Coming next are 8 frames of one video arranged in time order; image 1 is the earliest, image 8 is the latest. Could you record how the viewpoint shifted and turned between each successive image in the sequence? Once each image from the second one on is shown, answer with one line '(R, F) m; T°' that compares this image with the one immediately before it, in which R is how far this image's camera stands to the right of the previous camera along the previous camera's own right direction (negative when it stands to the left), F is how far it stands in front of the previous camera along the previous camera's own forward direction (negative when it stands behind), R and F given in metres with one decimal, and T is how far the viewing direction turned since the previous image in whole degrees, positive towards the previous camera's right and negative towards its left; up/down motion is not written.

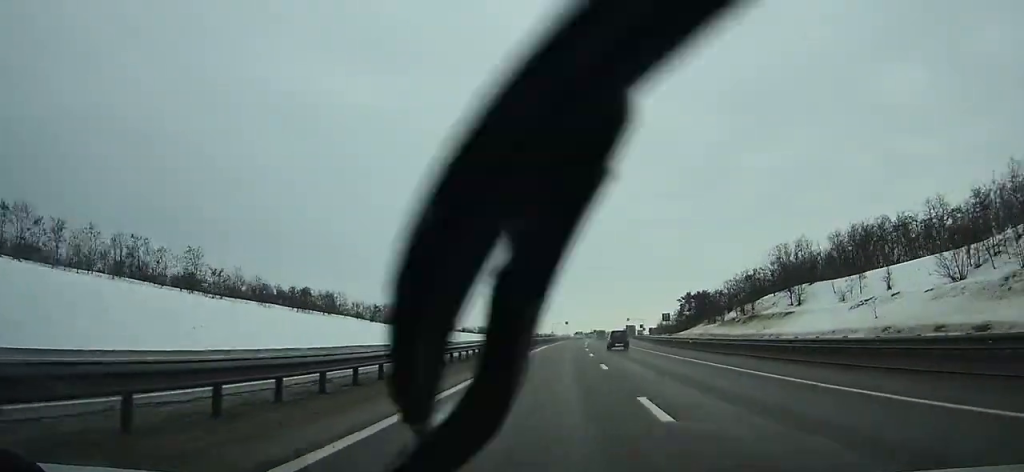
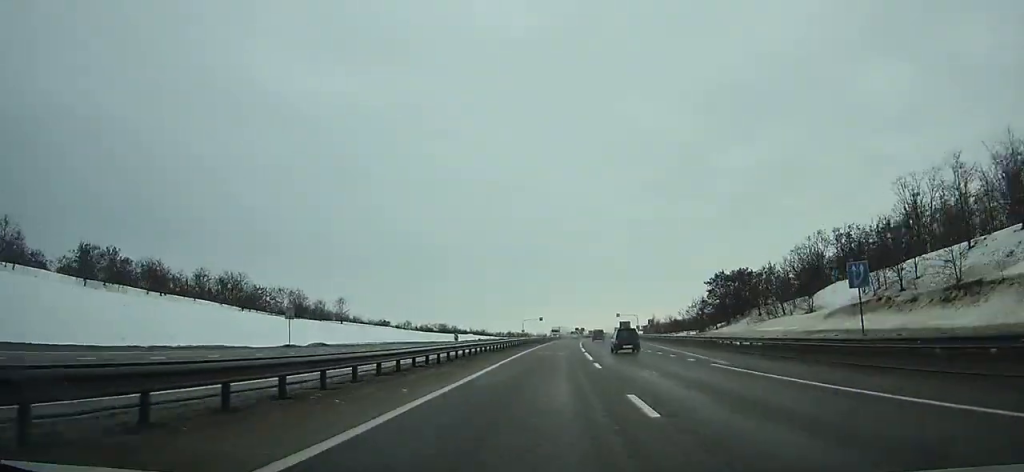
(+1.1, +47.8) m; +2°
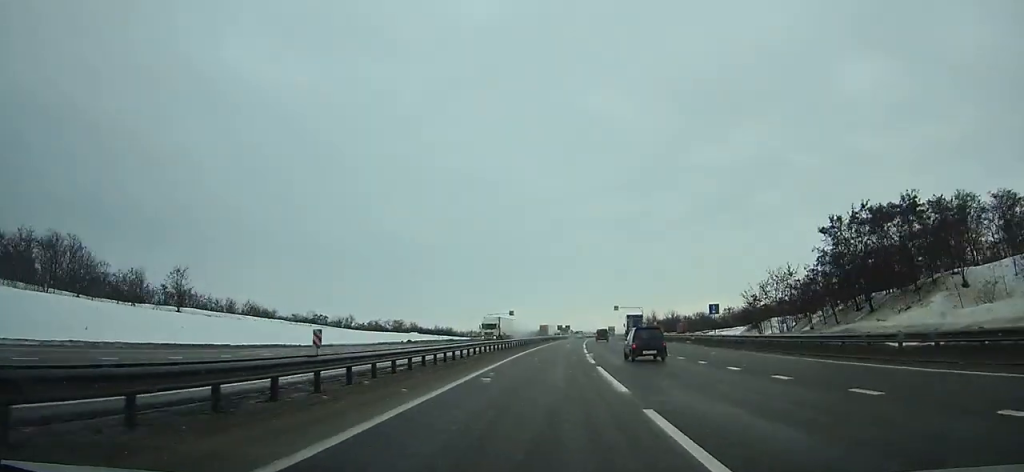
(+0.9, +50.3) m; +2°
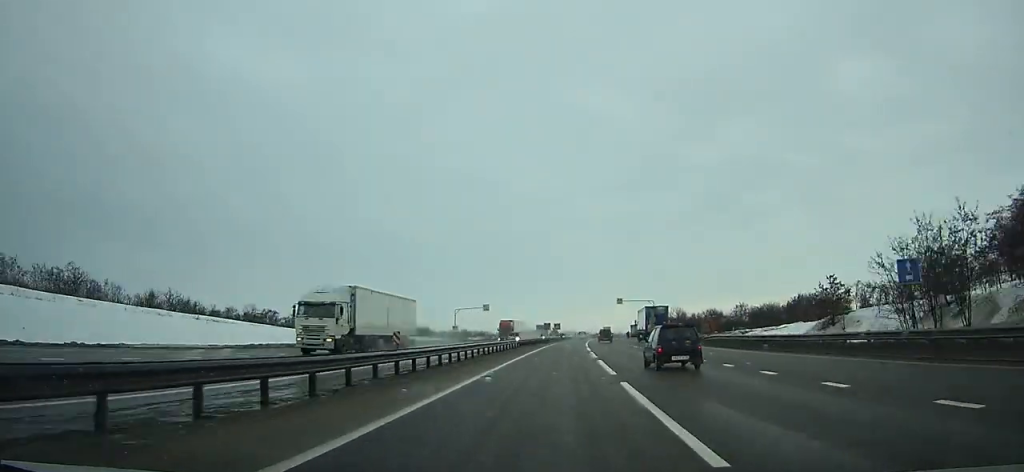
(+0.3, +29.9) m; +1°
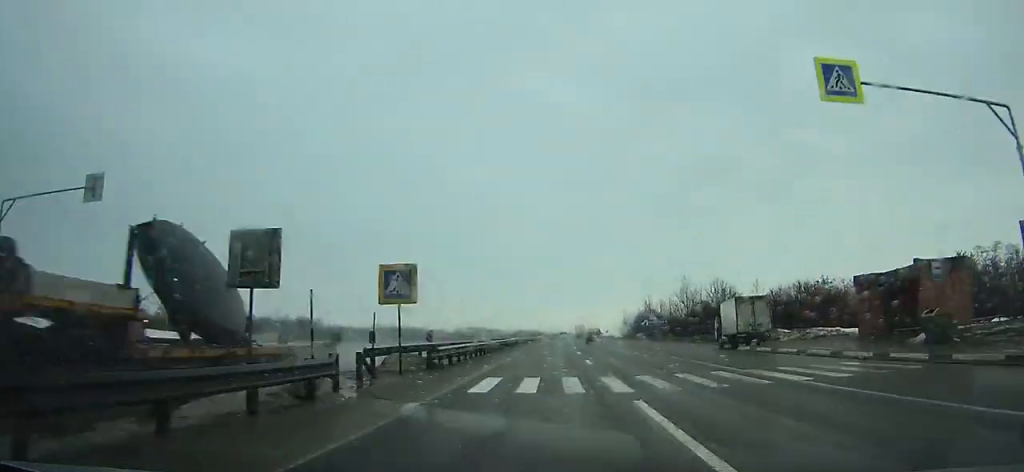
(+3.3, +95.1) m; +3°
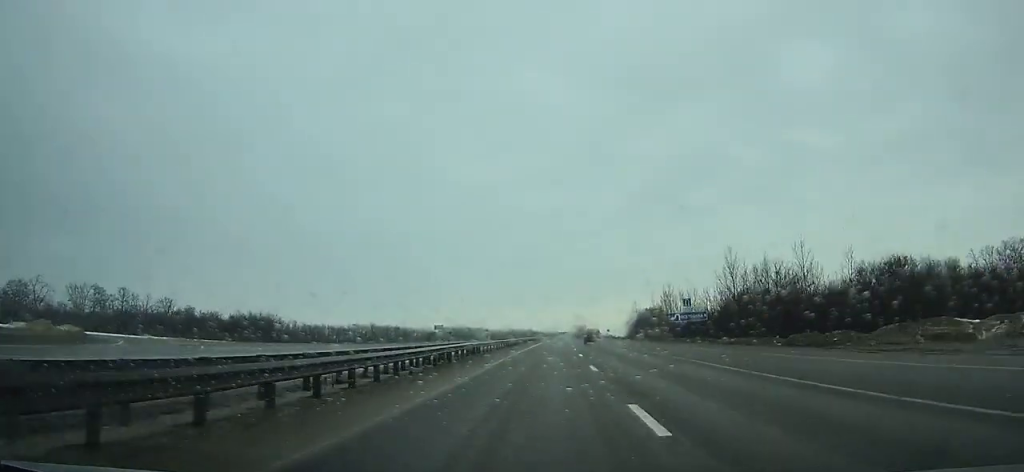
(+0.3, +28.3) m; 0°
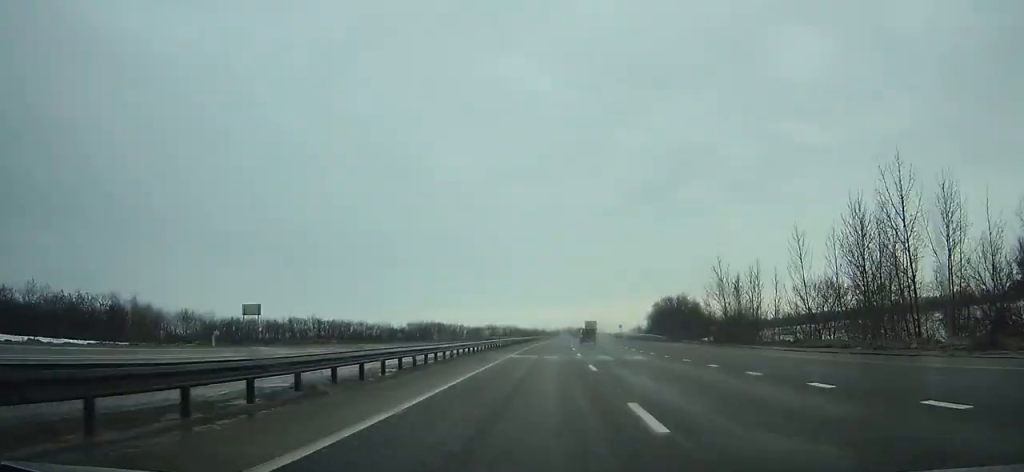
(+0.6, +71.2) m; +1°
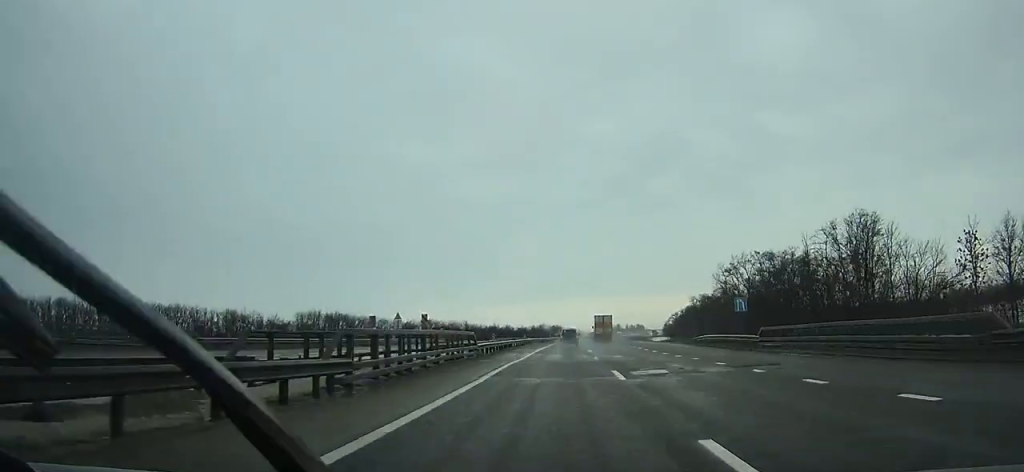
(+2.2, +110.8) m; +3°
